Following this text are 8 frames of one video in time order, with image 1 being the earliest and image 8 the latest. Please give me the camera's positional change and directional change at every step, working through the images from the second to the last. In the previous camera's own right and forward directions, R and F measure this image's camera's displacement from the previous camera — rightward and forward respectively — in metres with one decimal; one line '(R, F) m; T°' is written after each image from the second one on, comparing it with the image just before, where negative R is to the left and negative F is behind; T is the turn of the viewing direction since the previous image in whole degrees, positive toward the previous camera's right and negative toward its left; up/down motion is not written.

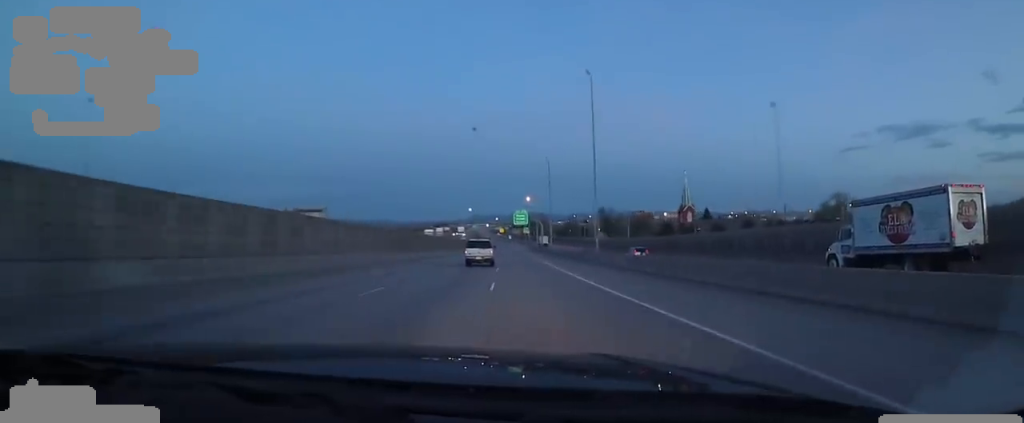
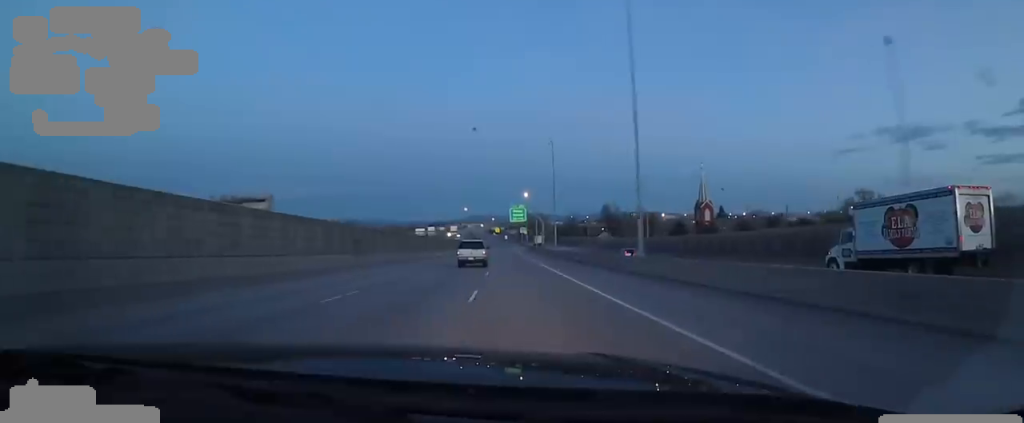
(+0.3, +15.0) m; +1°
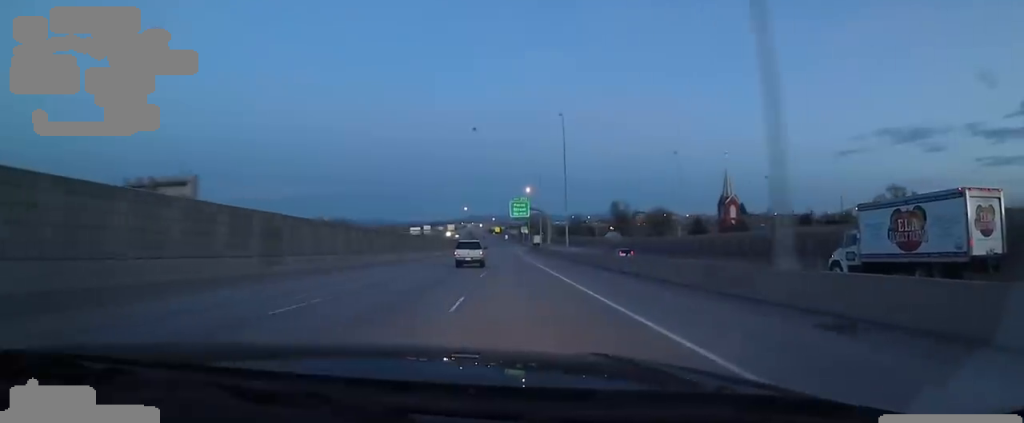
(0.0, +14.0) m; 0°
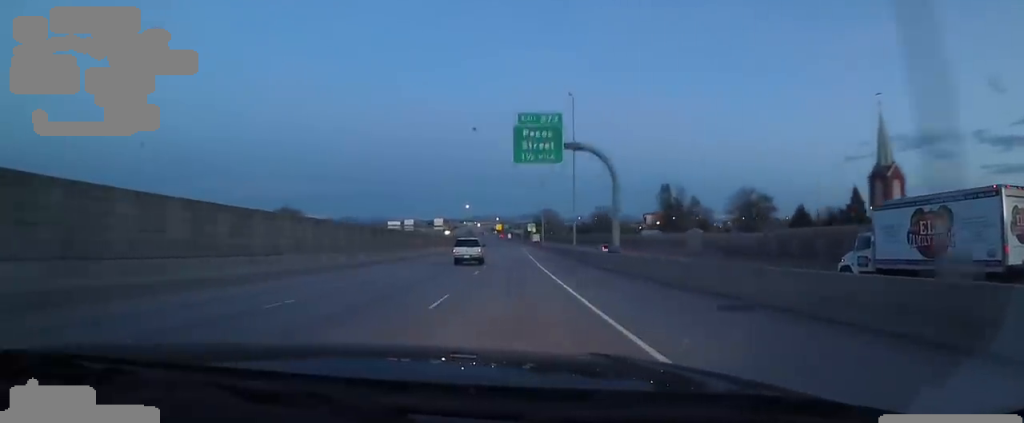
(+0.1, +48.4) m; 0°
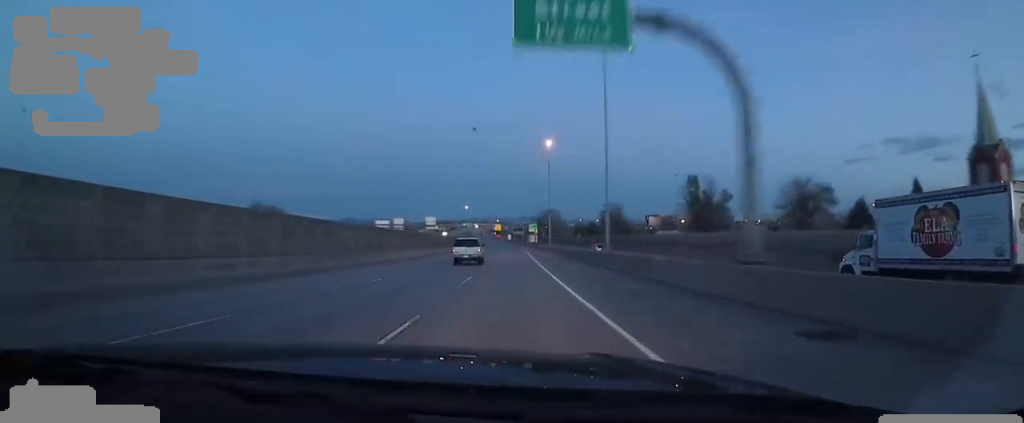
(0.0, +16.7) m; 0°
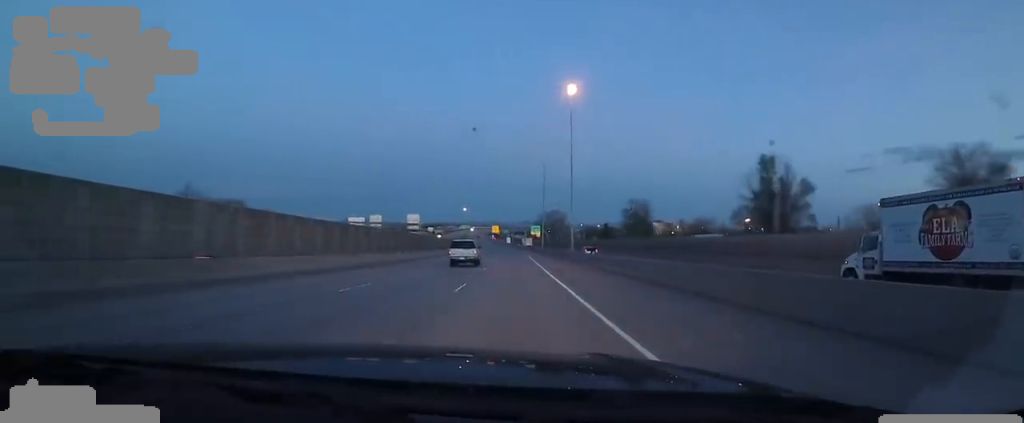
(0.0, +27.8) m; 0°
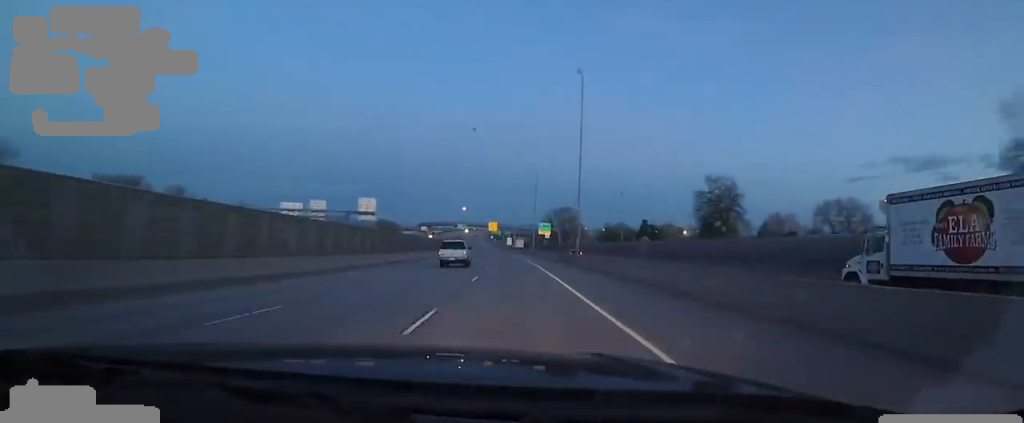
(0.0, +42.7) m; -1°
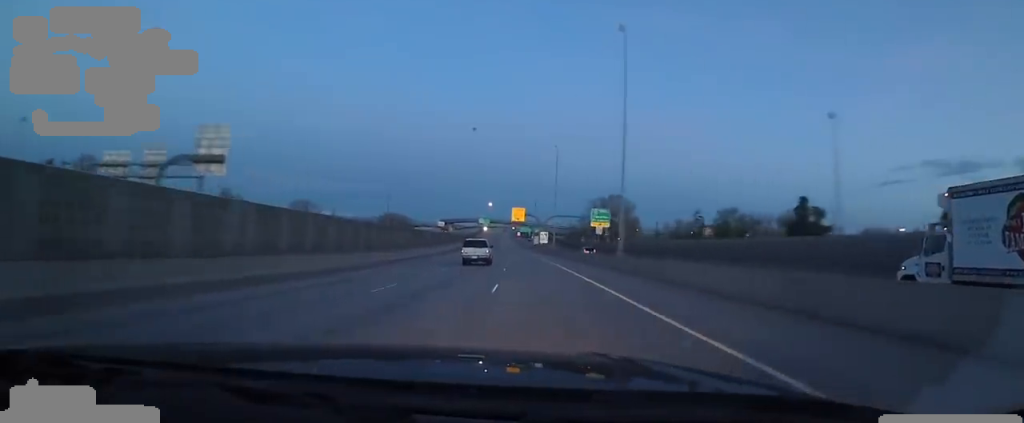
(-1.5, +52.9) m; -2°
